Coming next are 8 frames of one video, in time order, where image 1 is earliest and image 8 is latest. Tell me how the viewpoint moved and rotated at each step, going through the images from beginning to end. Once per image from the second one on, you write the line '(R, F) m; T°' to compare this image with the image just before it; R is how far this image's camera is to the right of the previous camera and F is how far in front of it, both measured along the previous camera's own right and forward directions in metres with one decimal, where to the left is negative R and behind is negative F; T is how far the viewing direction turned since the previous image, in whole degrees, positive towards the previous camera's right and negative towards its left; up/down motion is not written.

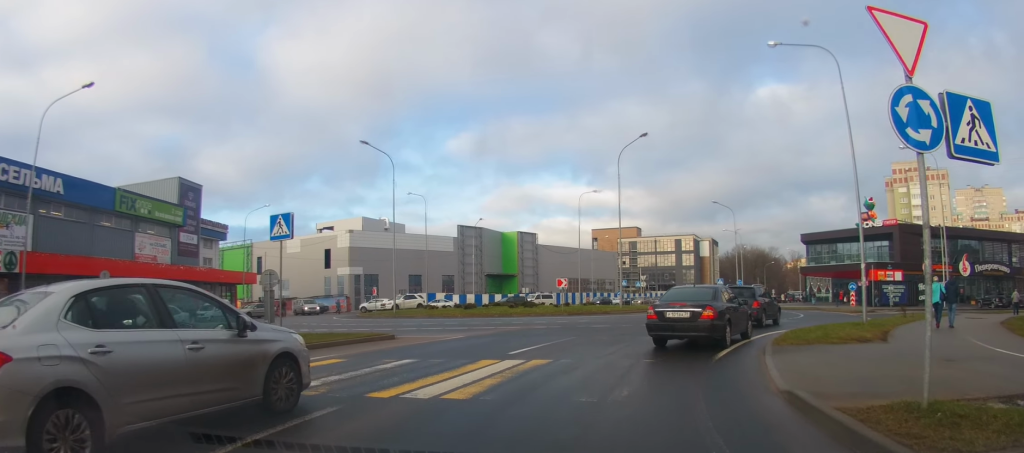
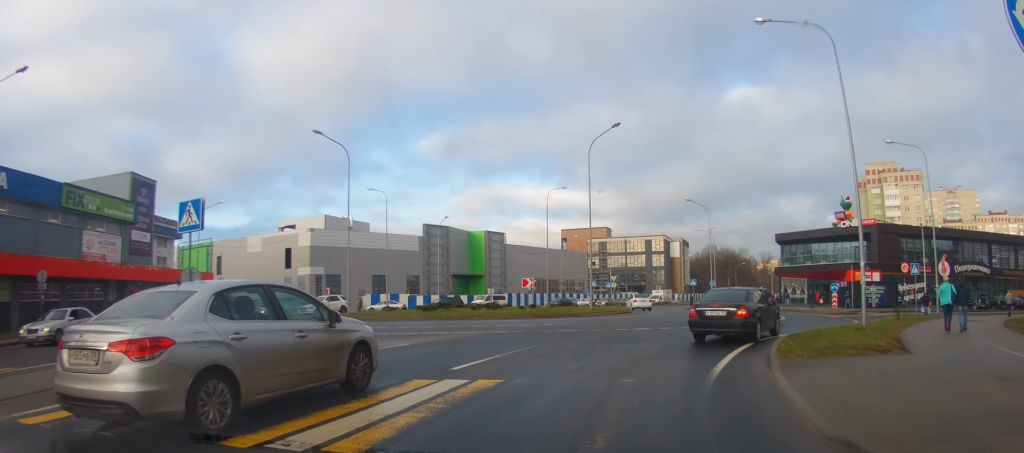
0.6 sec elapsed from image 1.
(0.0, +1.9) m; +2°
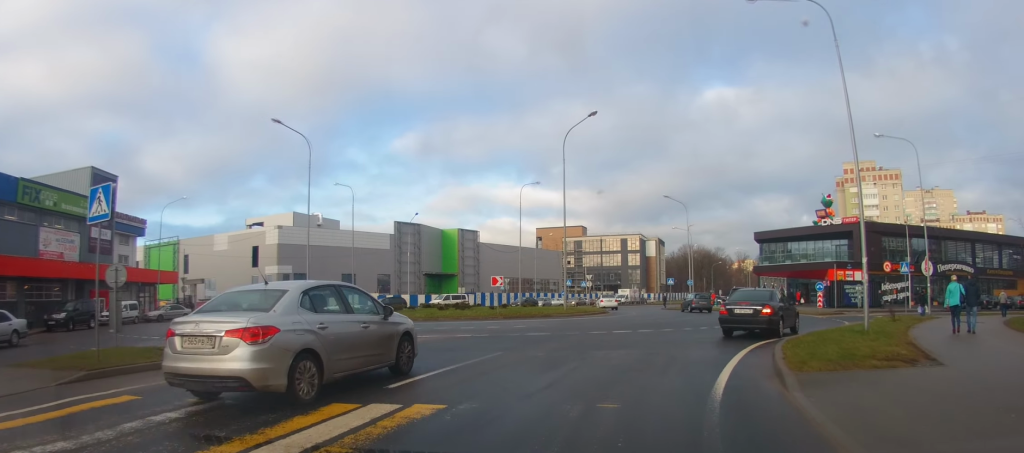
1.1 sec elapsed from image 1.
(0.0, +1.6) m; +2°
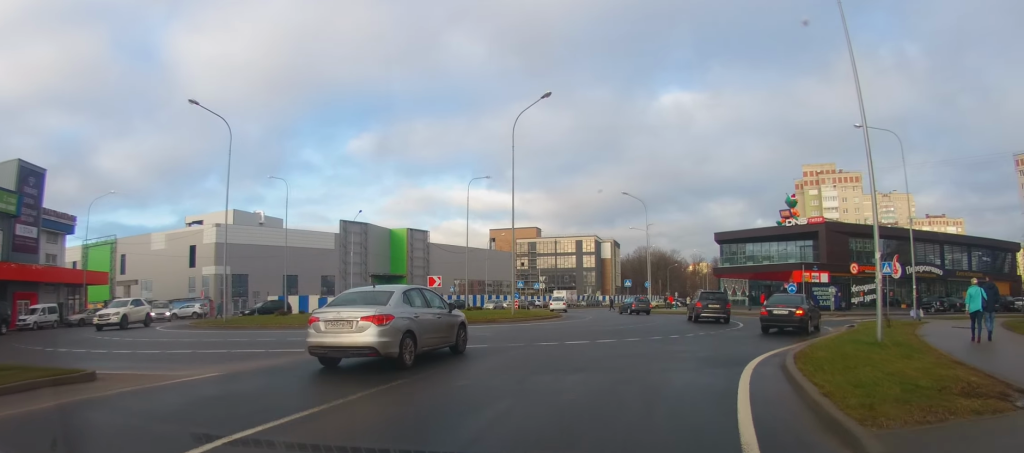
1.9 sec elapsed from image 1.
(0.0, +3.1) m; +4°
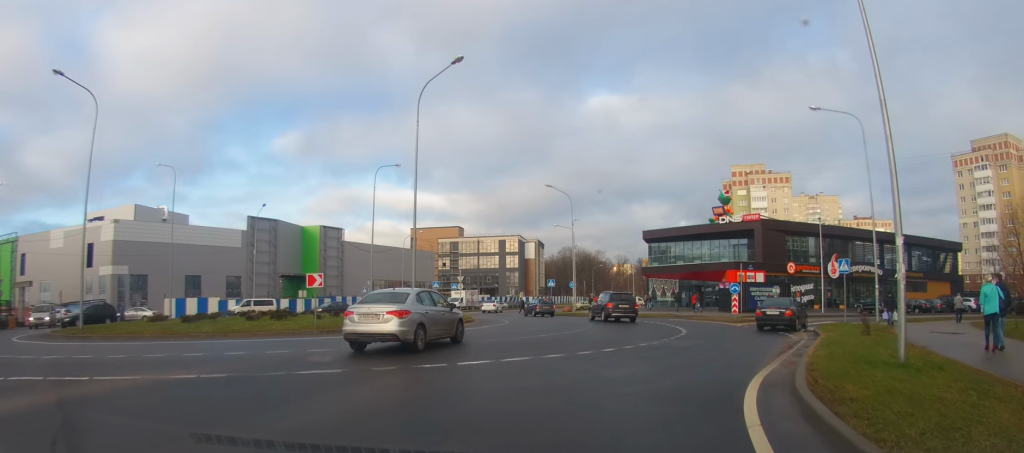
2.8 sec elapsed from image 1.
(+0.2, +4.0) m; +8°
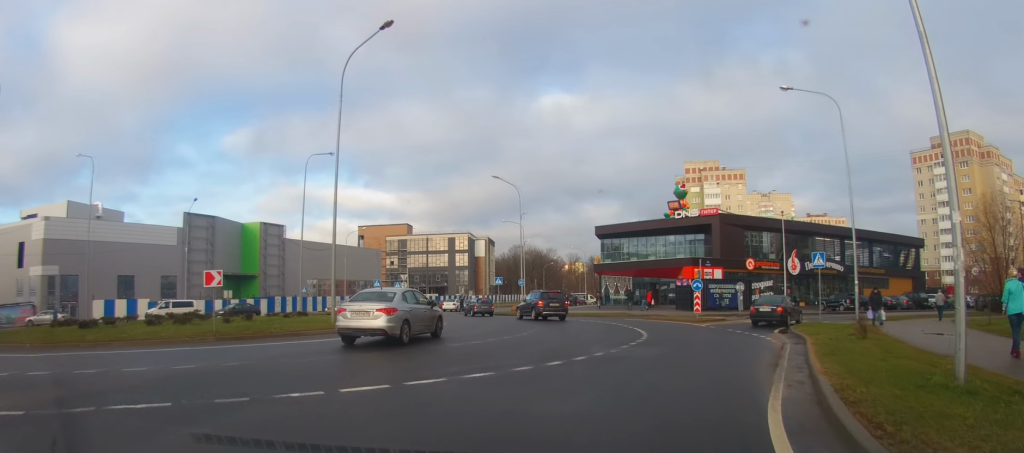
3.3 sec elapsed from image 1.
(+0.2, +3.0) m; +4°
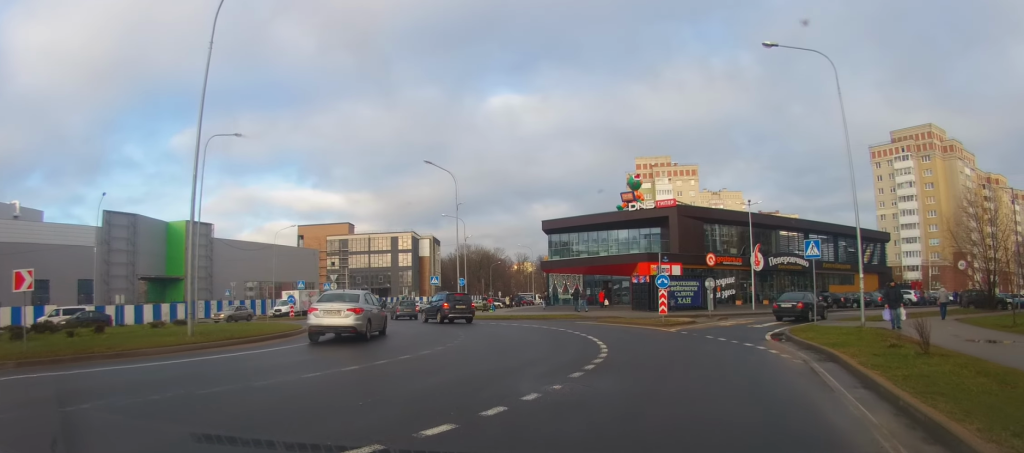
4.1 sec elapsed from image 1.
(+0.3, +4.6) m; +4°
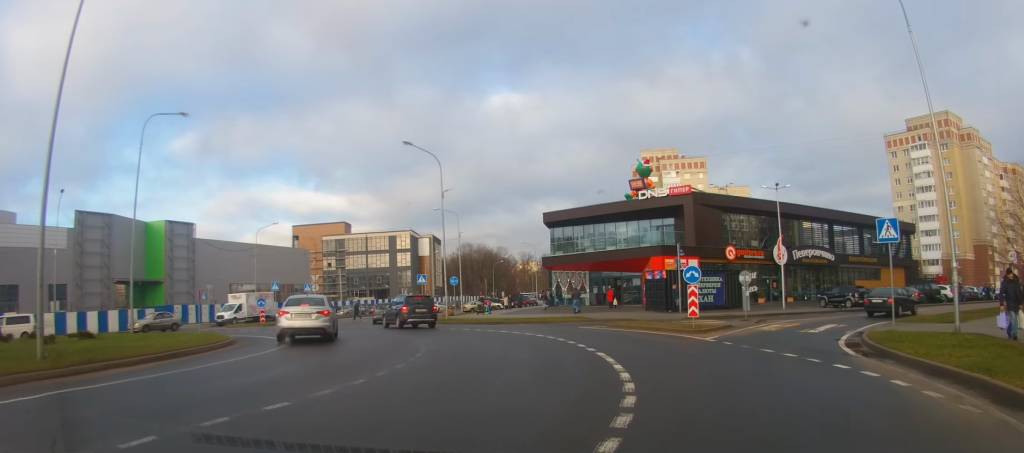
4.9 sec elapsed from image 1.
(+0.2, +4.9) m; +1°
